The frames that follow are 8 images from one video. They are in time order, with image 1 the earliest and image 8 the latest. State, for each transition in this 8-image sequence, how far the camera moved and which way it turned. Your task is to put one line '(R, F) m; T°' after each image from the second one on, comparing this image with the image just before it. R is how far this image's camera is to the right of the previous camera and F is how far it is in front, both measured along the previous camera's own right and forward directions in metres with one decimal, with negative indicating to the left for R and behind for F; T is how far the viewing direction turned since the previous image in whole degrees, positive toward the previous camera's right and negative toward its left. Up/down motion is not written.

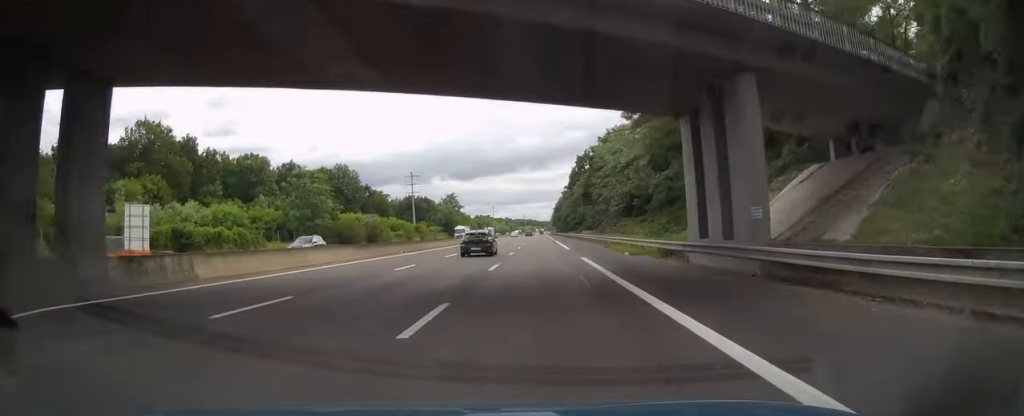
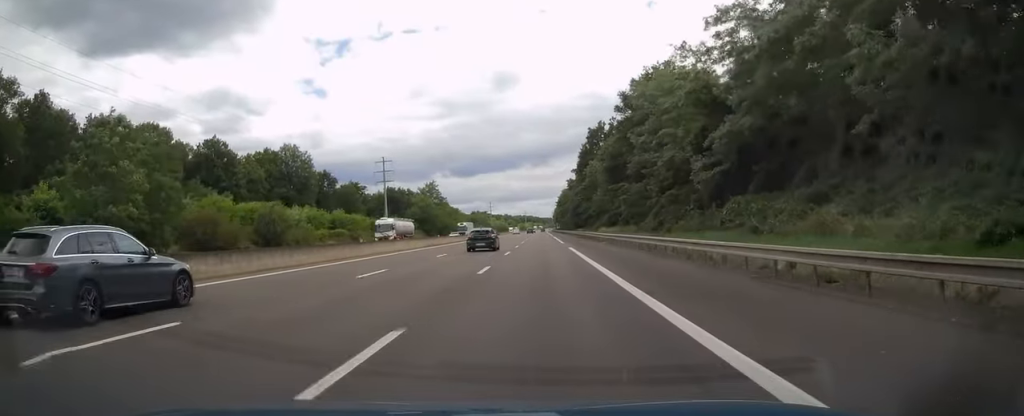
(+0.1, +42.3) m; 0°
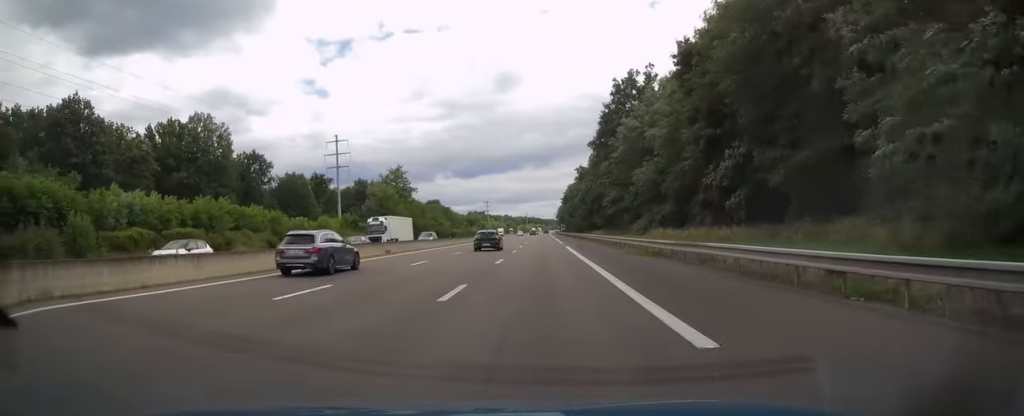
(-0.1, +45.1) m; 0°
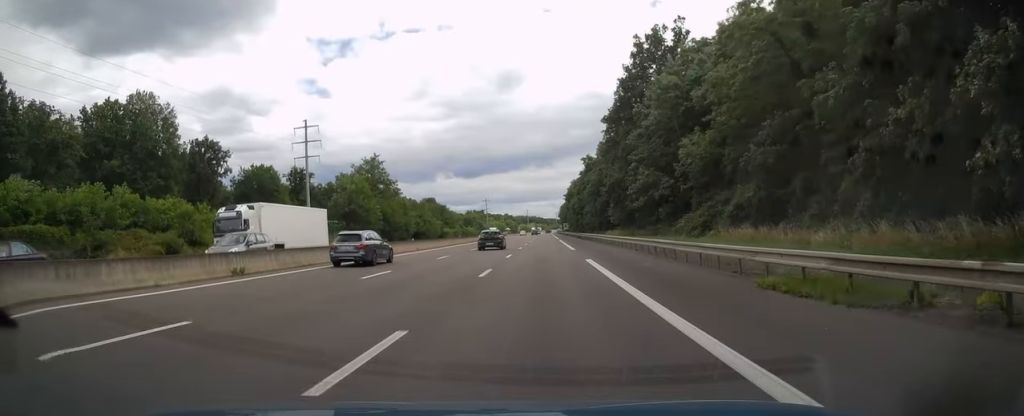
(0.0, +20.1) m; 0°
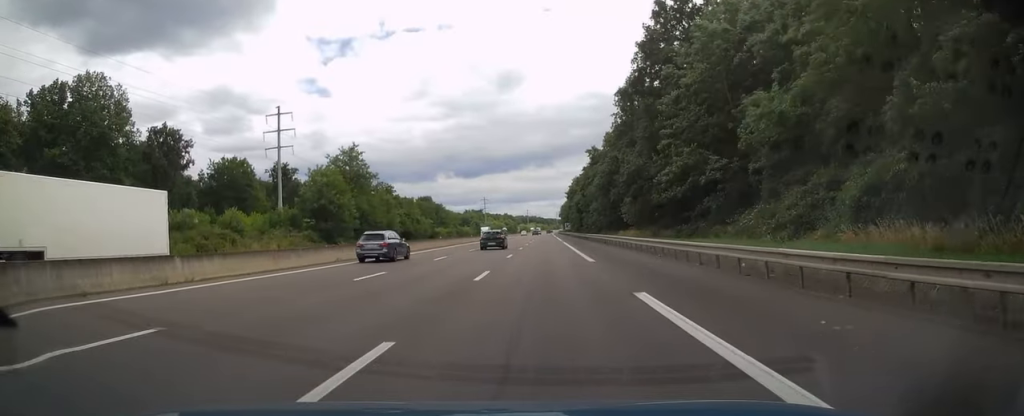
(0.0, +13.8) m; 0°
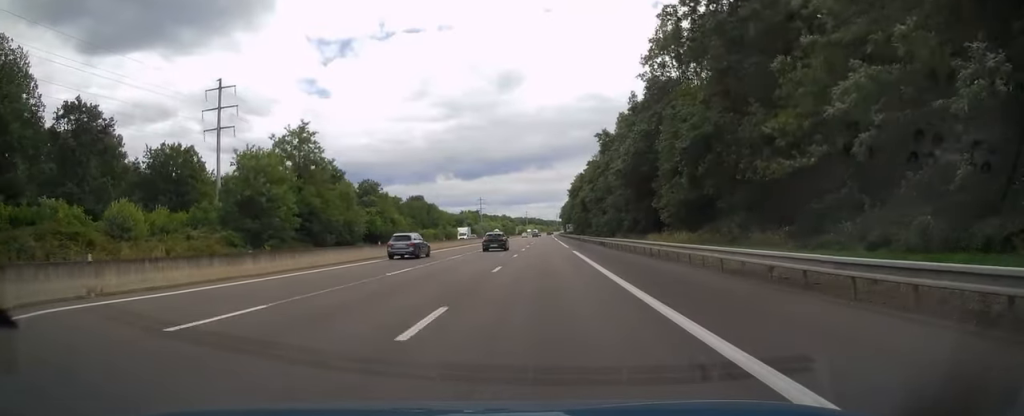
(0.0, +22.2) m; 0°
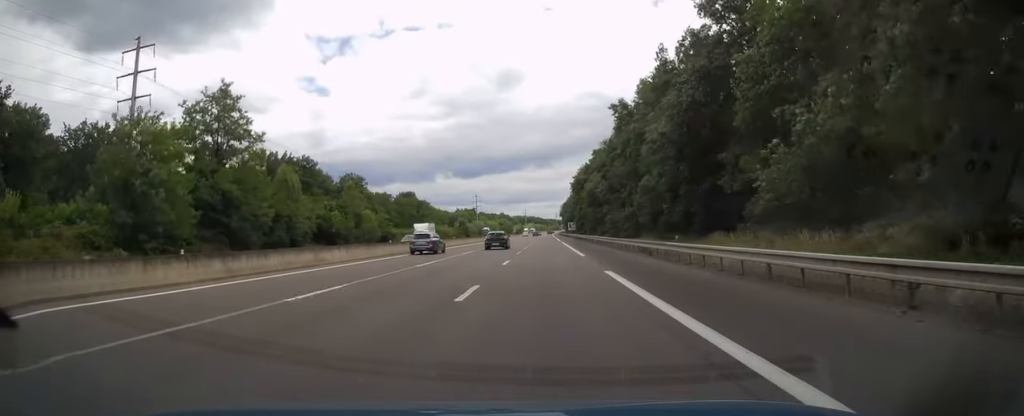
(0.0, +21.7) m; 0°
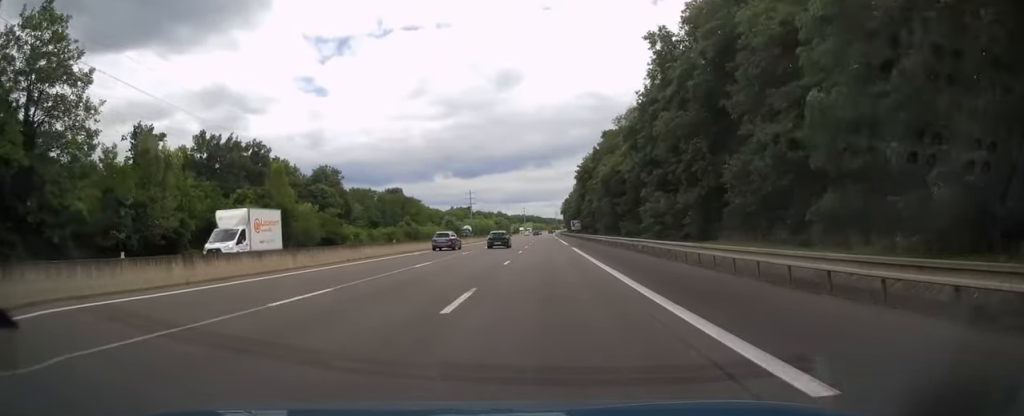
(0.0, +27.1) m; 0°
